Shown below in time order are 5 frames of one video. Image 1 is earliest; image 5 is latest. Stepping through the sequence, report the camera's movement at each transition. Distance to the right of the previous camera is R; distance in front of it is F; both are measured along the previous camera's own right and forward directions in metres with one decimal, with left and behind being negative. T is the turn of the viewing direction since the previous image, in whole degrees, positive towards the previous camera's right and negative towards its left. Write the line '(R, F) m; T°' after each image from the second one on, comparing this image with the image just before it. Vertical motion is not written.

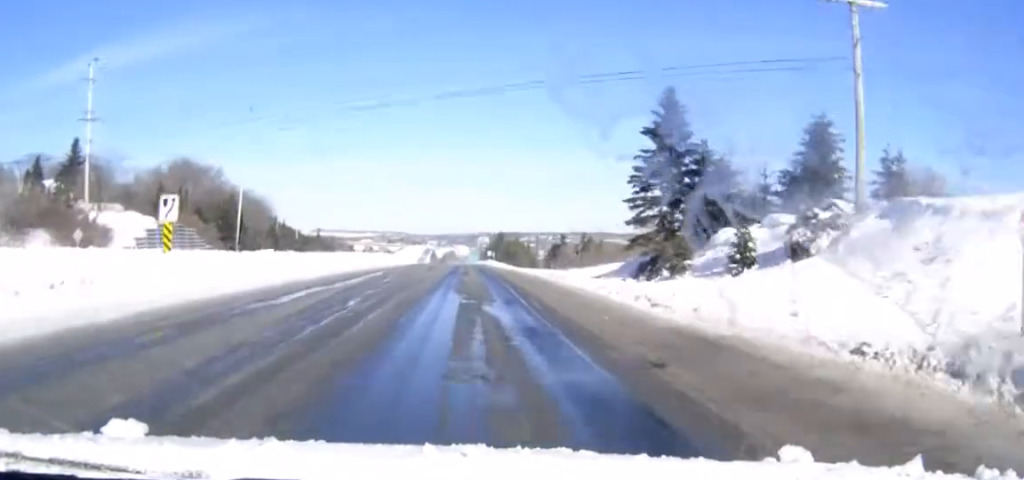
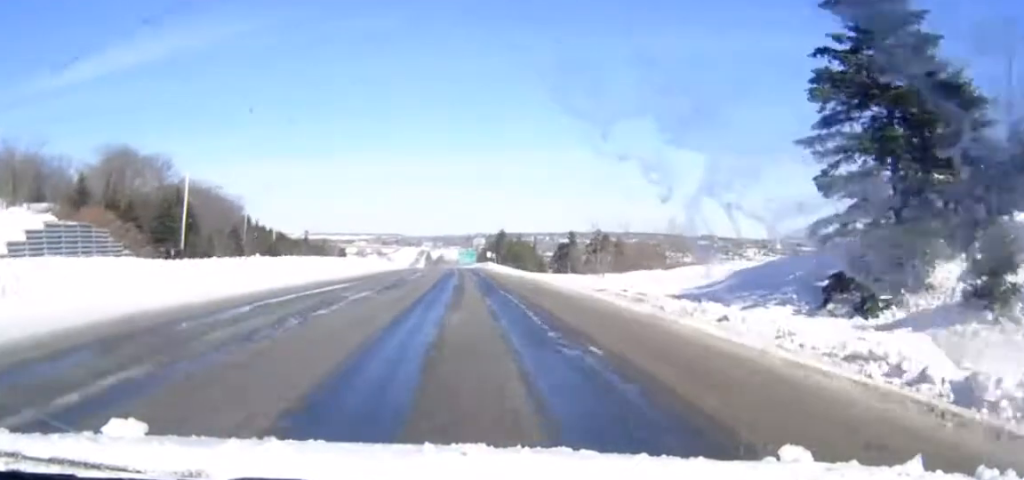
(+0.1, +23.0) m; 0°
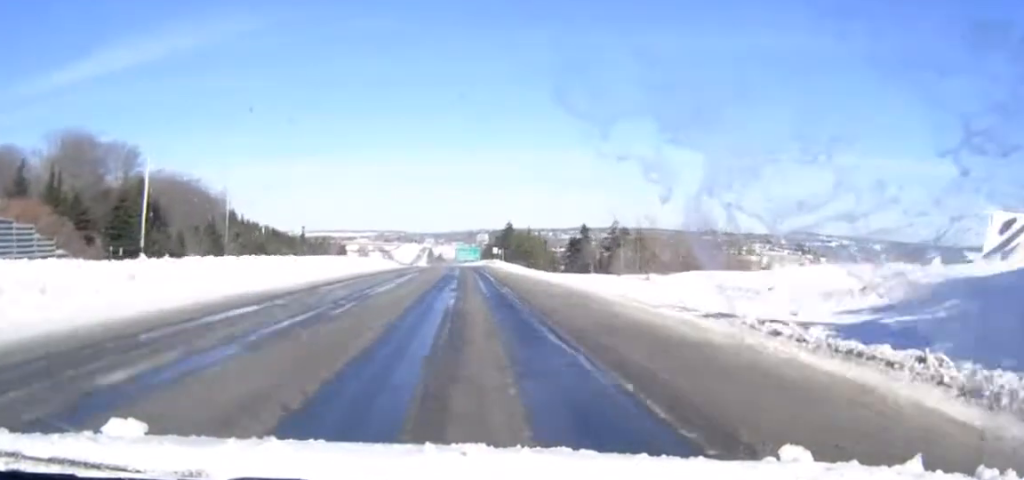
(0.0, +14.2) m; 0°
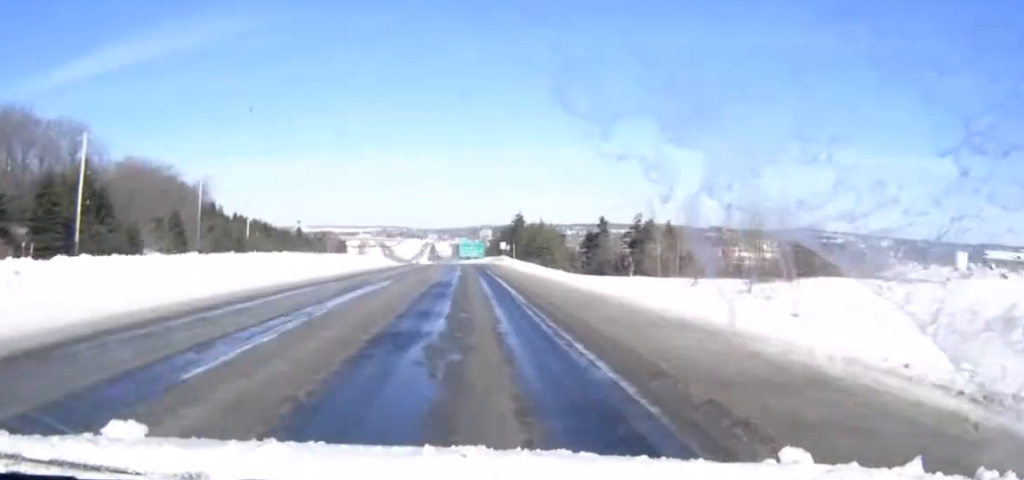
(0.0, +16.8) m; 0°
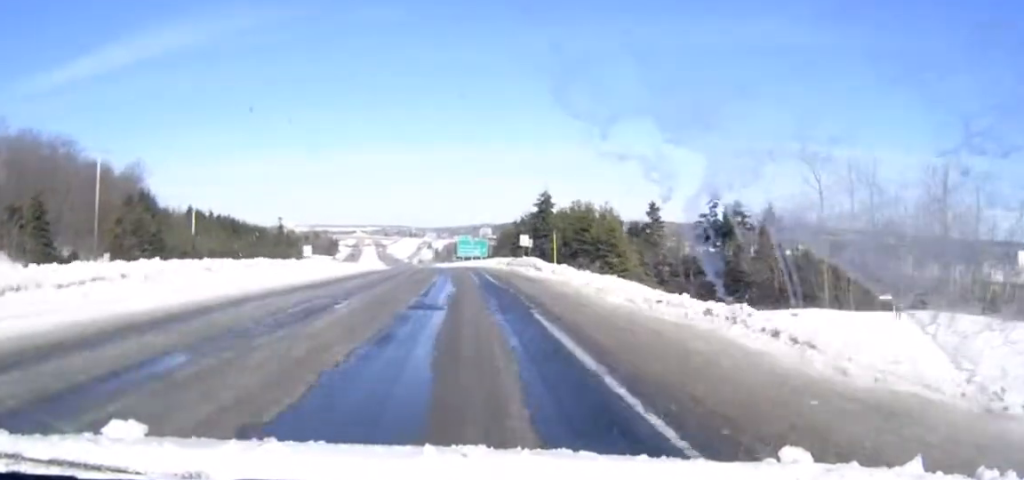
(-0.1, +36.9) m; 0°
